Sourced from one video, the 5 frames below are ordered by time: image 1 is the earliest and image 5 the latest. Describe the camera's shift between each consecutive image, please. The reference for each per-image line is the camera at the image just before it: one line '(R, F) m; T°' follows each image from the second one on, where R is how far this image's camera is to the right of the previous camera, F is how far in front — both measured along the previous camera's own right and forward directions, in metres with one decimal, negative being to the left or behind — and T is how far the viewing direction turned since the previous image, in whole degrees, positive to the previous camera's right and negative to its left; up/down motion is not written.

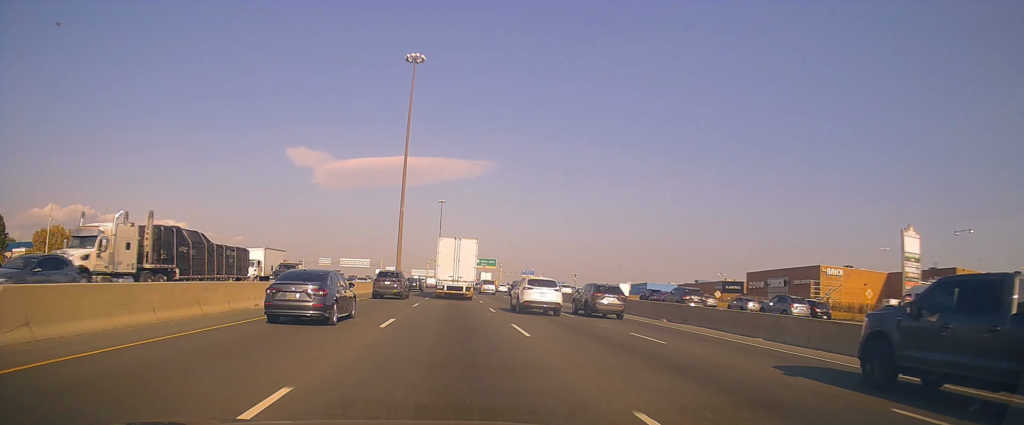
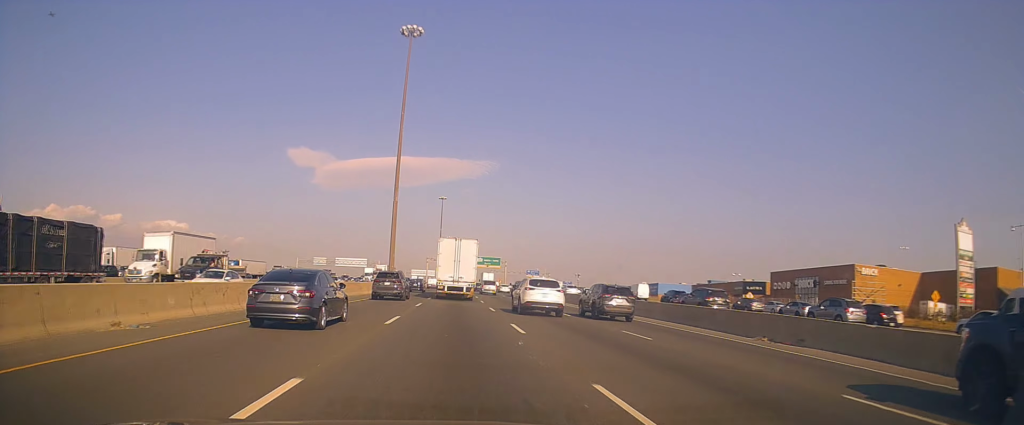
(+0.2, +10.3) m; 0°
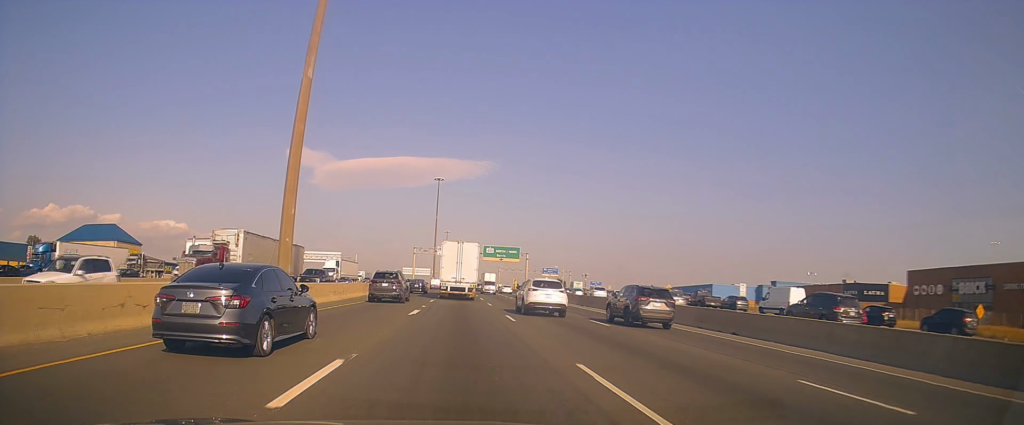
(+0.3, +44.4) m; +1°
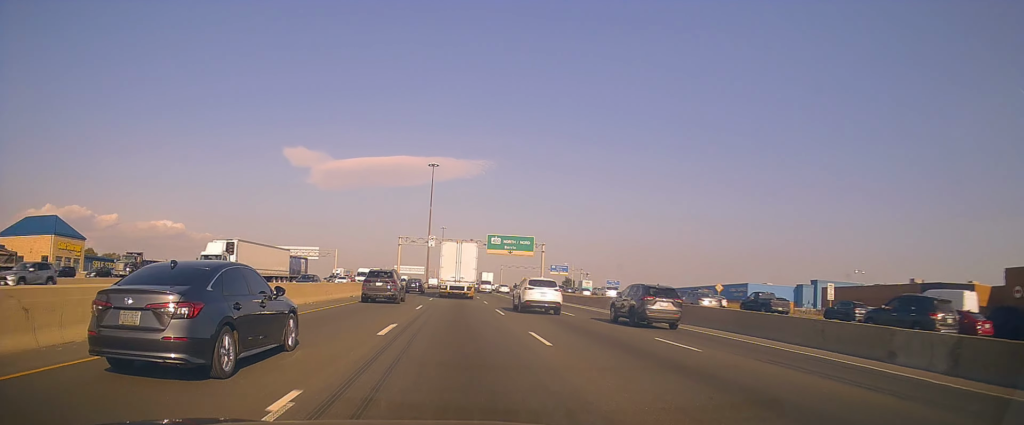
(-0.3, +22.1) m; 0°
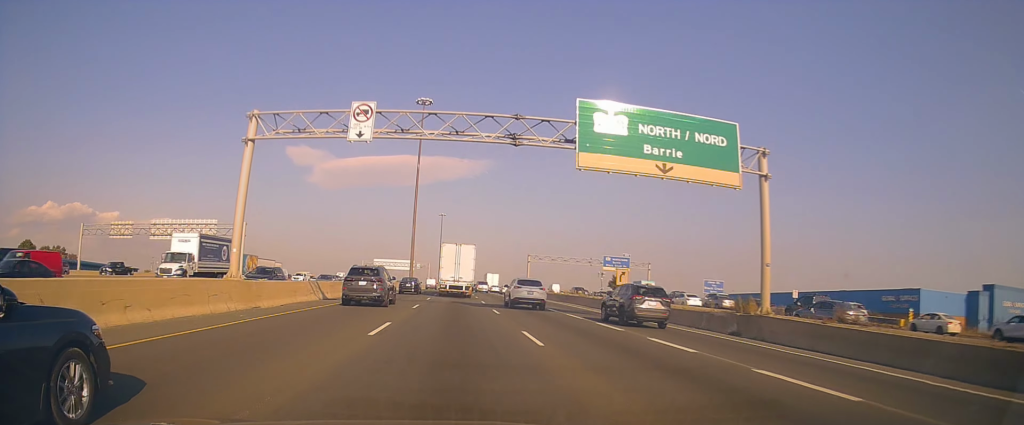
(+1.5, +59.3) m; +1°
